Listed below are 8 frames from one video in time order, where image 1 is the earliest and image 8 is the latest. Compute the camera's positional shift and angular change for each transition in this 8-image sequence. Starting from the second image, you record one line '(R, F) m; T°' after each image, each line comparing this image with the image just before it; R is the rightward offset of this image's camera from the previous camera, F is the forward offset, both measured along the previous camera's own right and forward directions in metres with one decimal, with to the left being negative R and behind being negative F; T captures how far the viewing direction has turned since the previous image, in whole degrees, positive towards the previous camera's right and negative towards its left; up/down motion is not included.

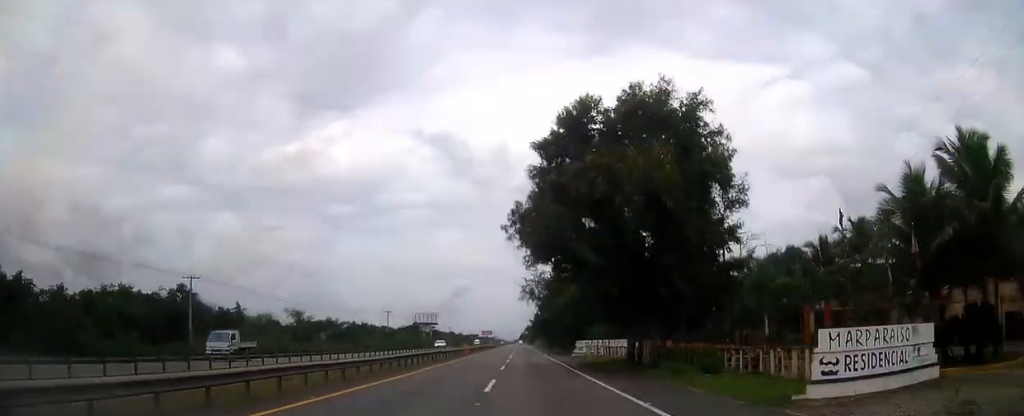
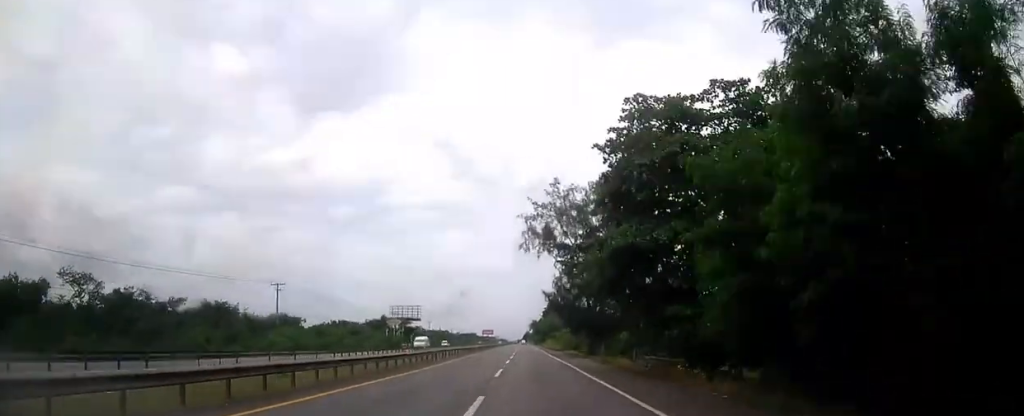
(-0.5, +73.8) m; 0°
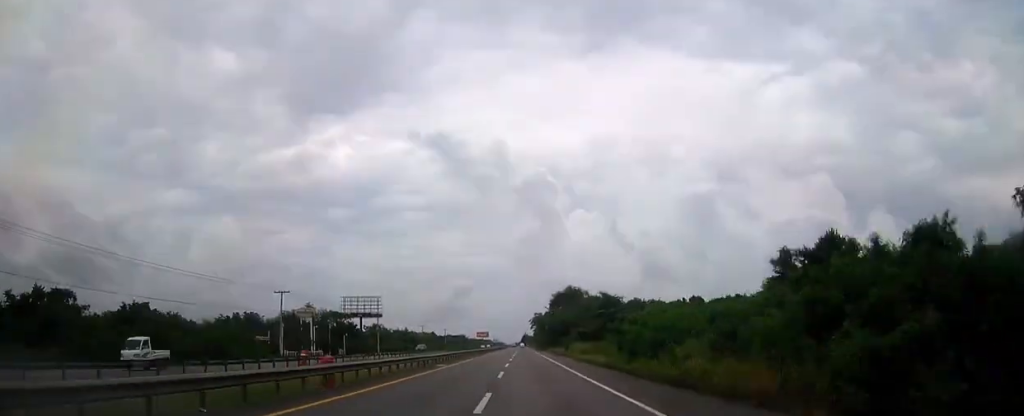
(-0.2, +77.1) m; 0°
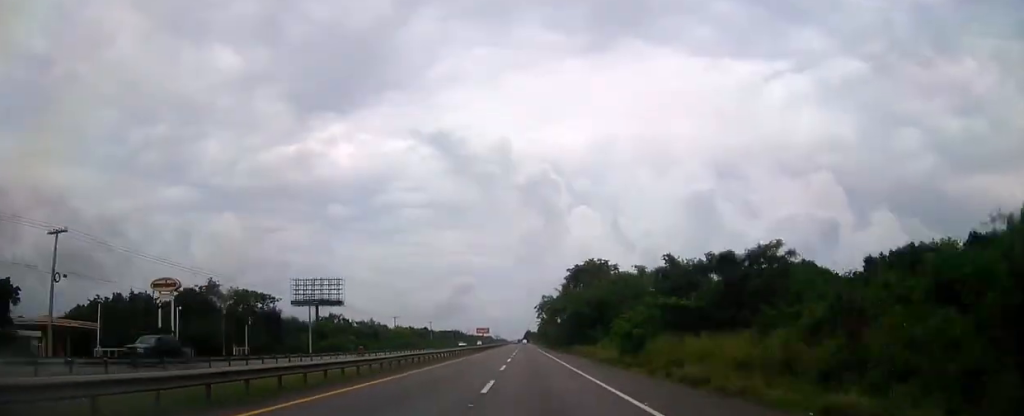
(+0.1, +50.4) m; 0°
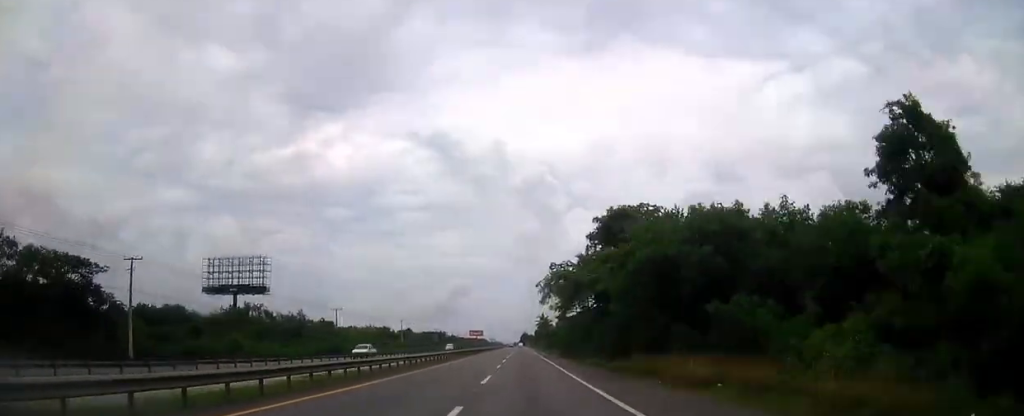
(+0.2, +47.1) m; 0°
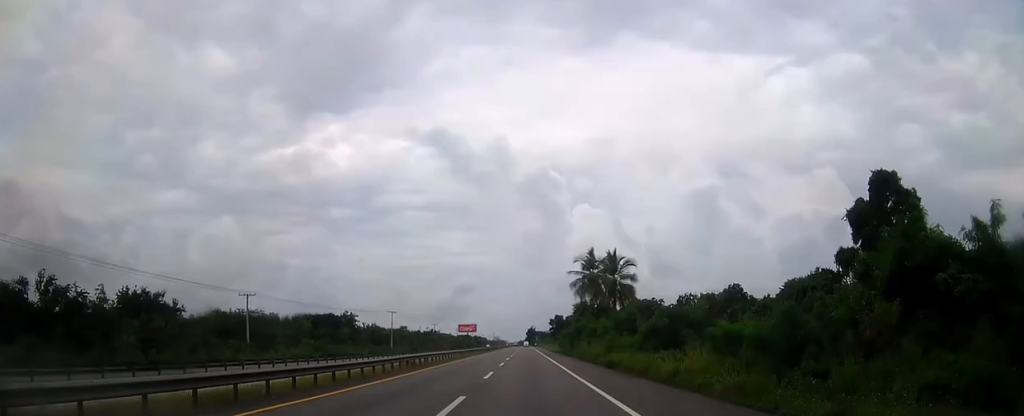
(-0.4, +171.6) m; 0°
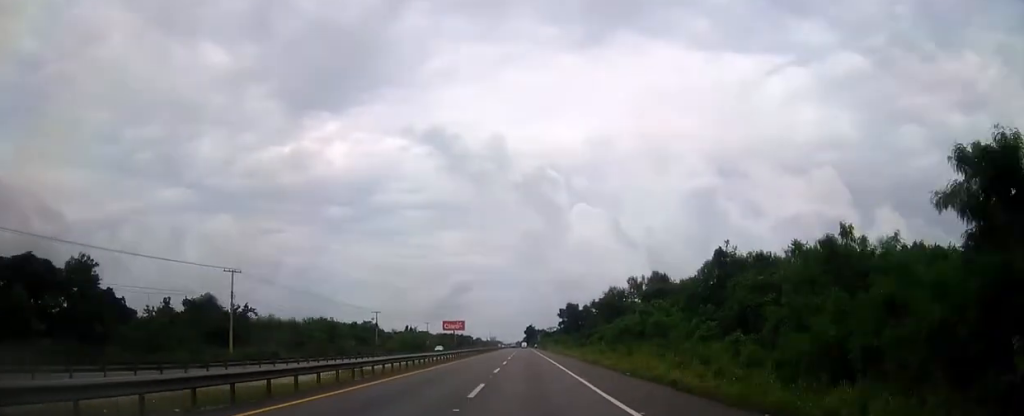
(+0.3, +87.8) m; 0°
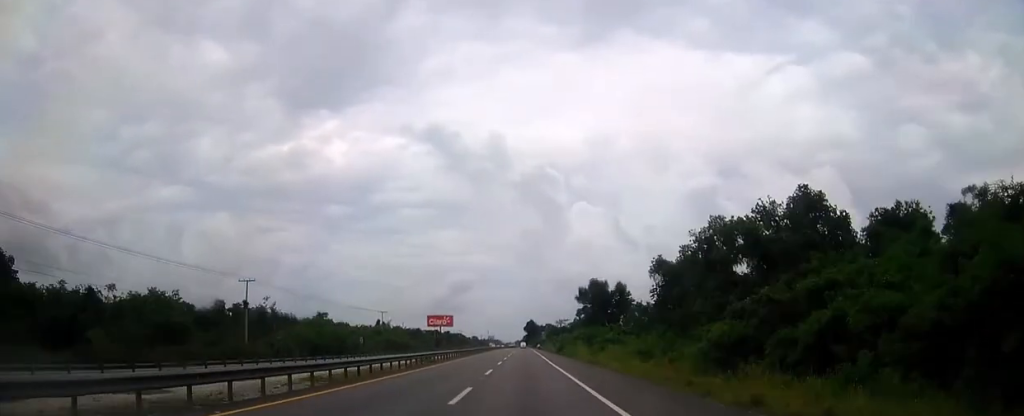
(-0.1, +69.2) m; 0°
